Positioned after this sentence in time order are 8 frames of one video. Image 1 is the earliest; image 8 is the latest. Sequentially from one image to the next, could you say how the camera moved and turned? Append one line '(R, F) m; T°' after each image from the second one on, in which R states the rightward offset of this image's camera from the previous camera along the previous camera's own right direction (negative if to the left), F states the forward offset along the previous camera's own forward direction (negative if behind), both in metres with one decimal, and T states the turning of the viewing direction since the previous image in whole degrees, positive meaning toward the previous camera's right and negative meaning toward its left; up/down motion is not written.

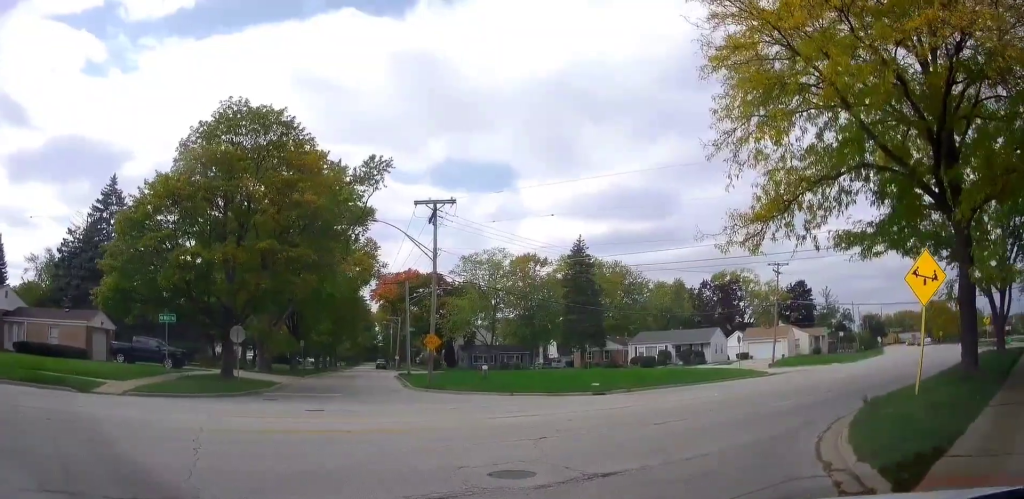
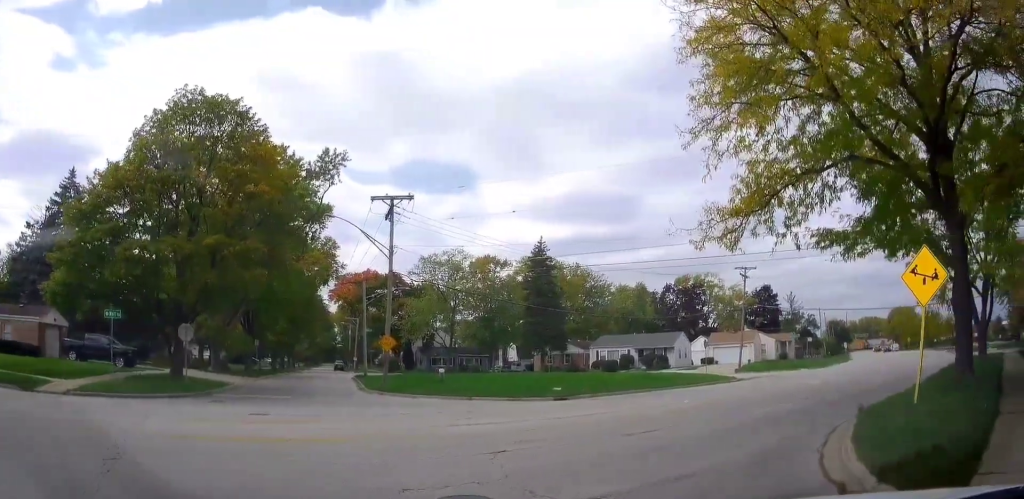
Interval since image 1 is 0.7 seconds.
(+0.1, +1.7) m; +9°
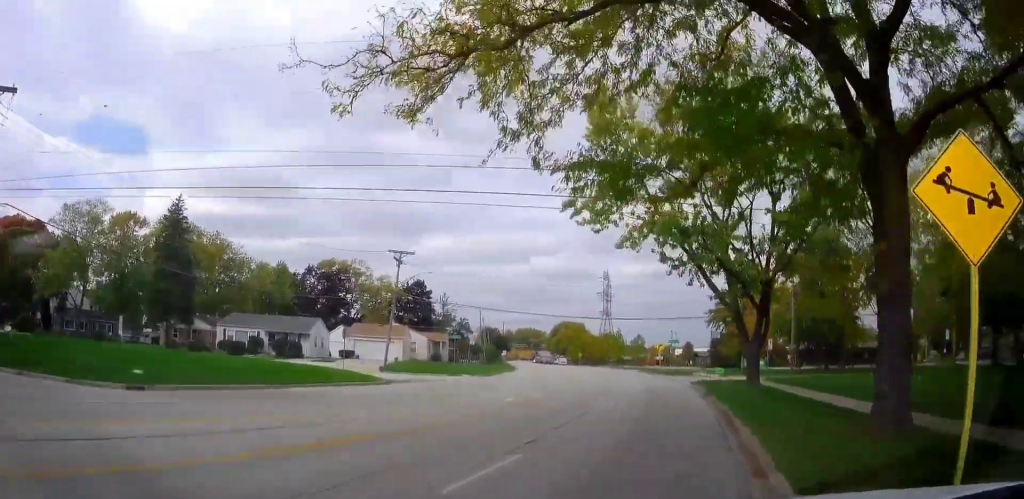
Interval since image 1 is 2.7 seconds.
(+1.5, +6.8) m; +32°
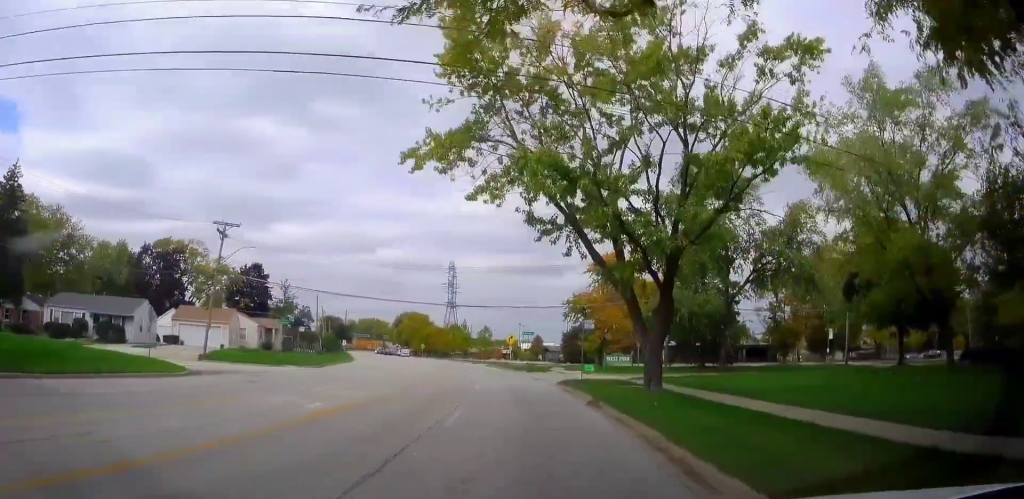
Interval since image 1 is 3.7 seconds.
(+0.9, +5.5) m; +9°
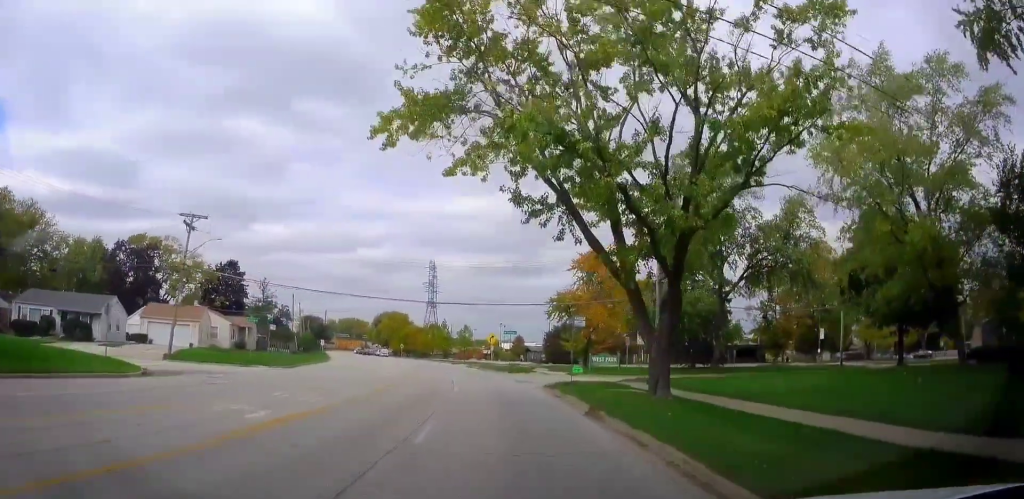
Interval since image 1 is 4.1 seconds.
(0.0, +2.6) m; 0°
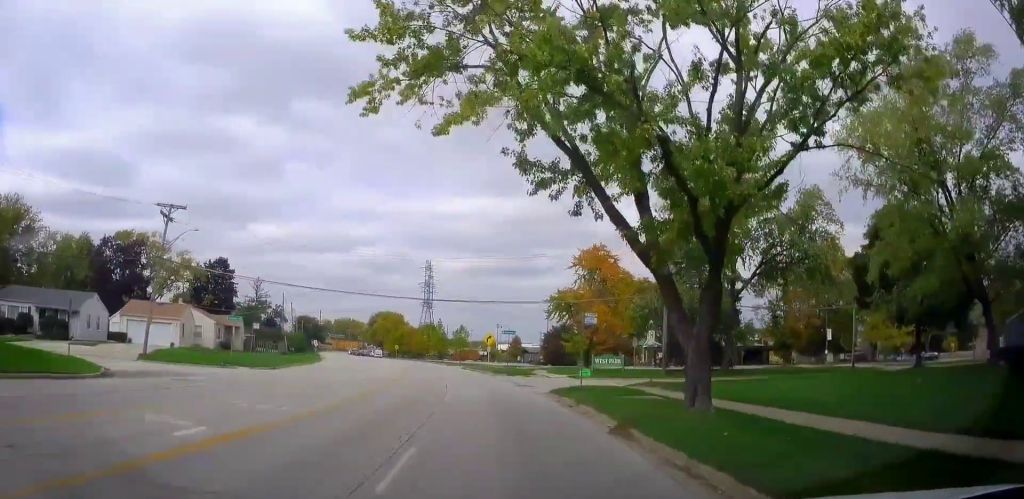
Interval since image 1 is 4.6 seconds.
(0.0, +3.1) m; 0°
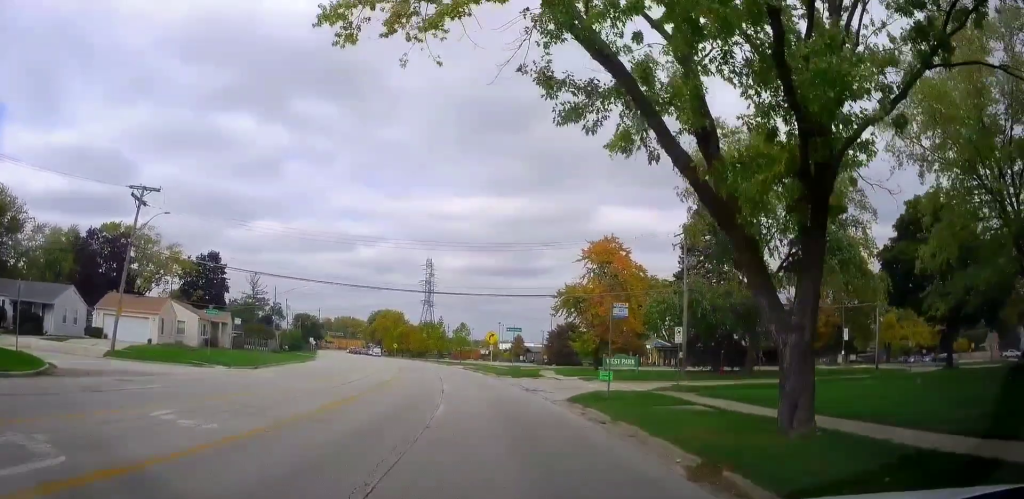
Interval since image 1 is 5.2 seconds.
(+0.1, +4.2) m; +4°
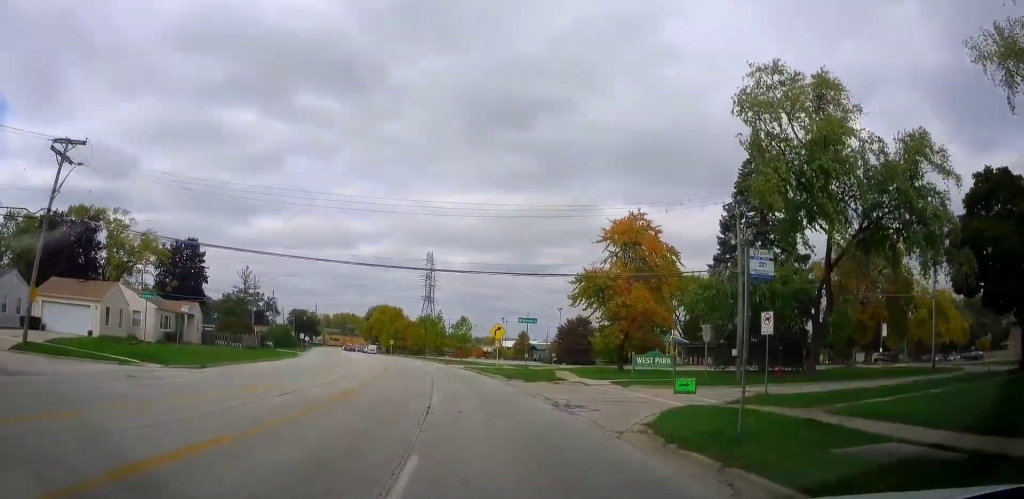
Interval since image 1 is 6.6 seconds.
(+0.7, +8.5) m; +3°
